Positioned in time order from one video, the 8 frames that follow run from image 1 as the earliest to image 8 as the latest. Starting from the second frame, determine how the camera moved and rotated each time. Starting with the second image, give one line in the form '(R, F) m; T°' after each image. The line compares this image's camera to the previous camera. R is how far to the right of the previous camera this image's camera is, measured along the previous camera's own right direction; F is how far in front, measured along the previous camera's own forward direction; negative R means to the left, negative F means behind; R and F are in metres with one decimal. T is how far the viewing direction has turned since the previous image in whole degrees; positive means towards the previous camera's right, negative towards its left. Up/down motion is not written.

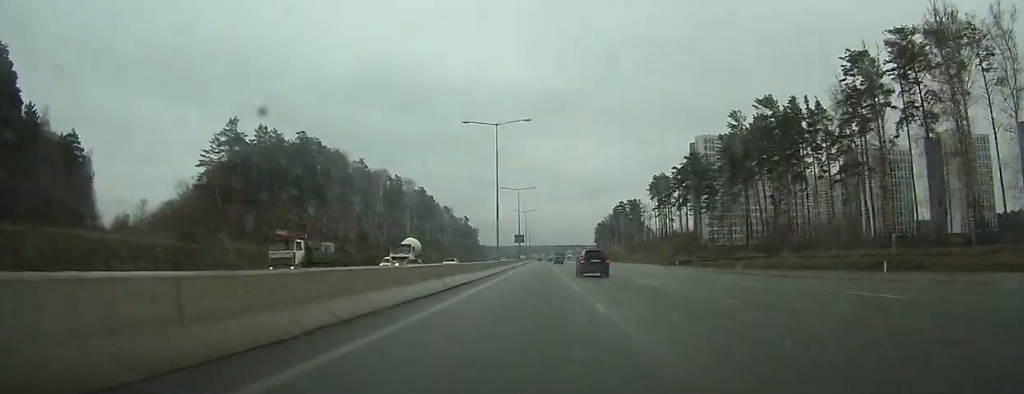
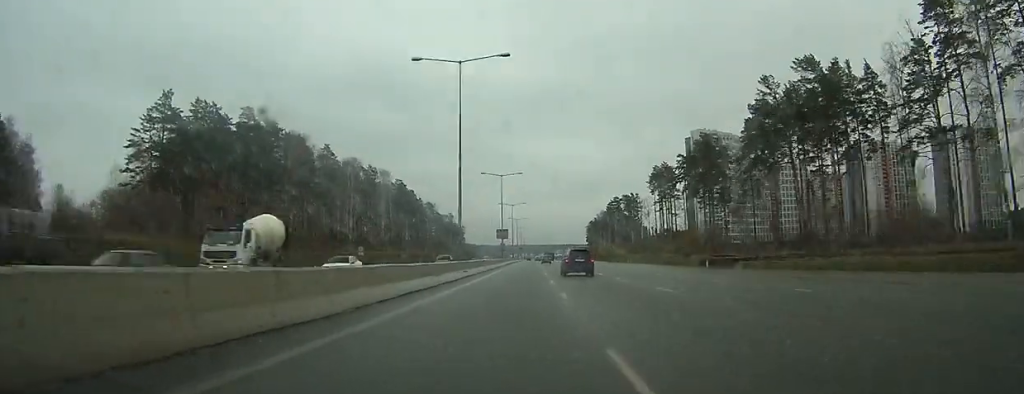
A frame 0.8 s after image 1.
(0.0, +19.9) m; 0°
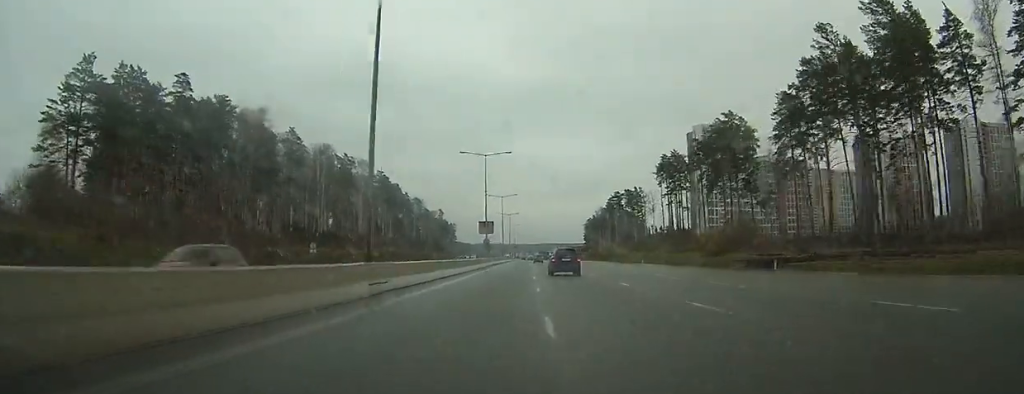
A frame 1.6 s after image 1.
(0.0, +19.8) m; 0°
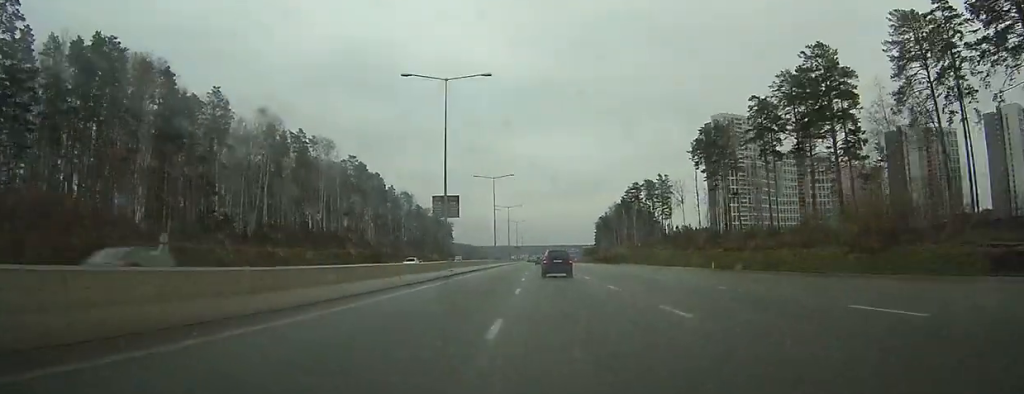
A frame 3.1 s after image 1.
(0.0, +36.0) m; 0°
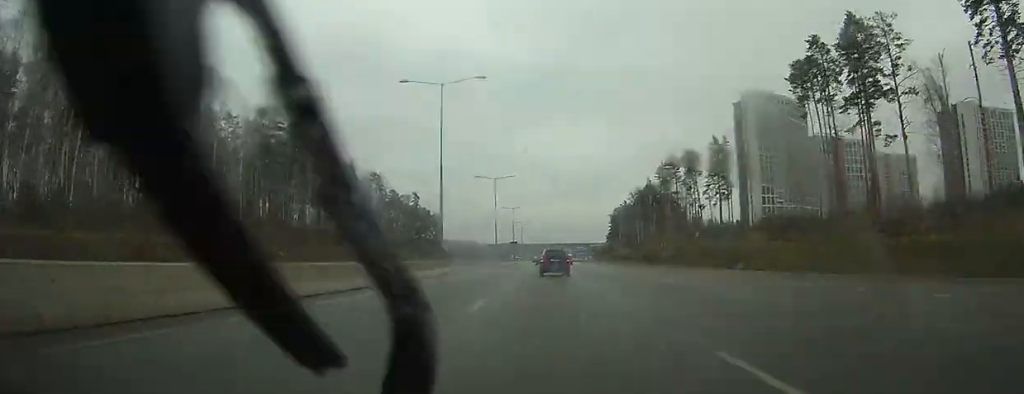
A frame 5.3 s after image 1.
(0.0, +55.3) m; 0°
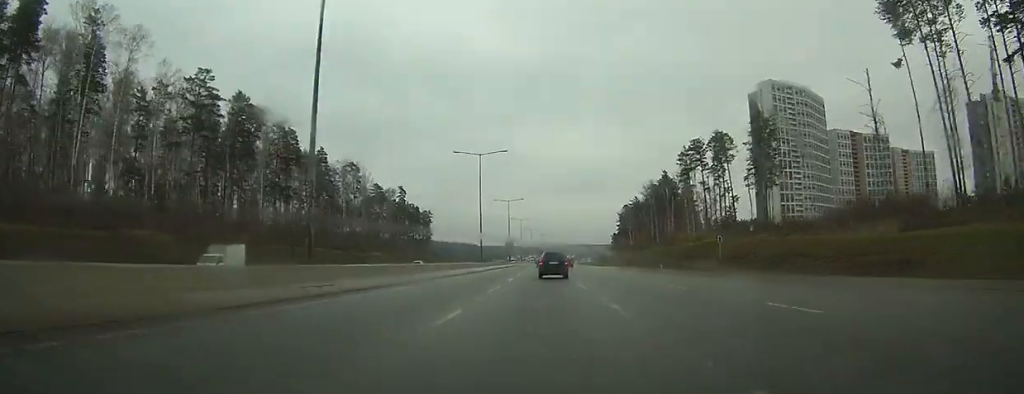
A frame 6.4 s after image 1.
(0.0, +25.8) m; 0°
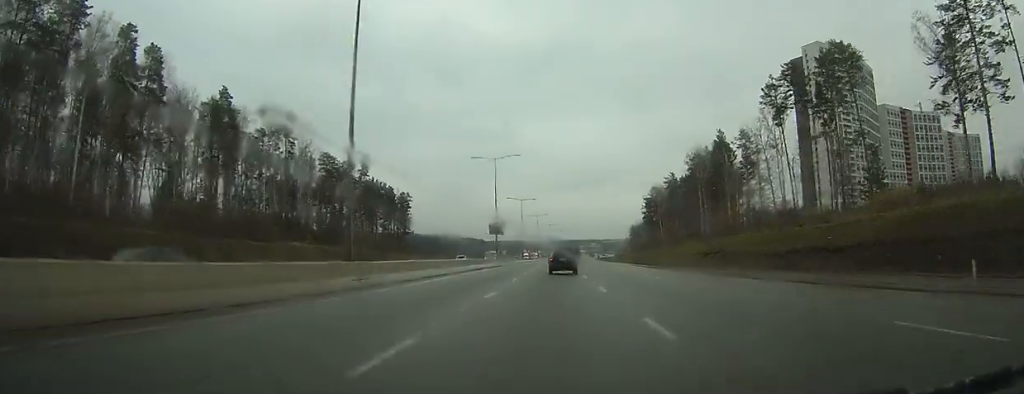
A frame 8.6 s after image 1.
(0.0, +53.0) m; 0°
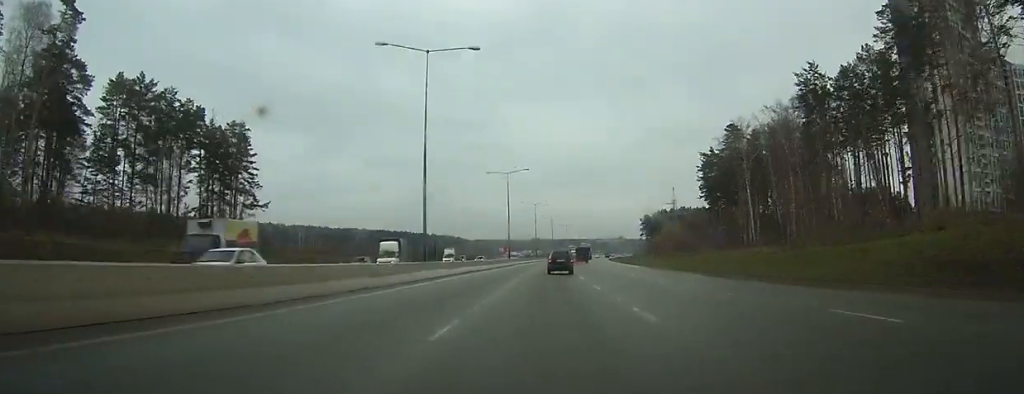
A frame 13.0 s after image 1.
(-0.3, +105.2) m; 0°
